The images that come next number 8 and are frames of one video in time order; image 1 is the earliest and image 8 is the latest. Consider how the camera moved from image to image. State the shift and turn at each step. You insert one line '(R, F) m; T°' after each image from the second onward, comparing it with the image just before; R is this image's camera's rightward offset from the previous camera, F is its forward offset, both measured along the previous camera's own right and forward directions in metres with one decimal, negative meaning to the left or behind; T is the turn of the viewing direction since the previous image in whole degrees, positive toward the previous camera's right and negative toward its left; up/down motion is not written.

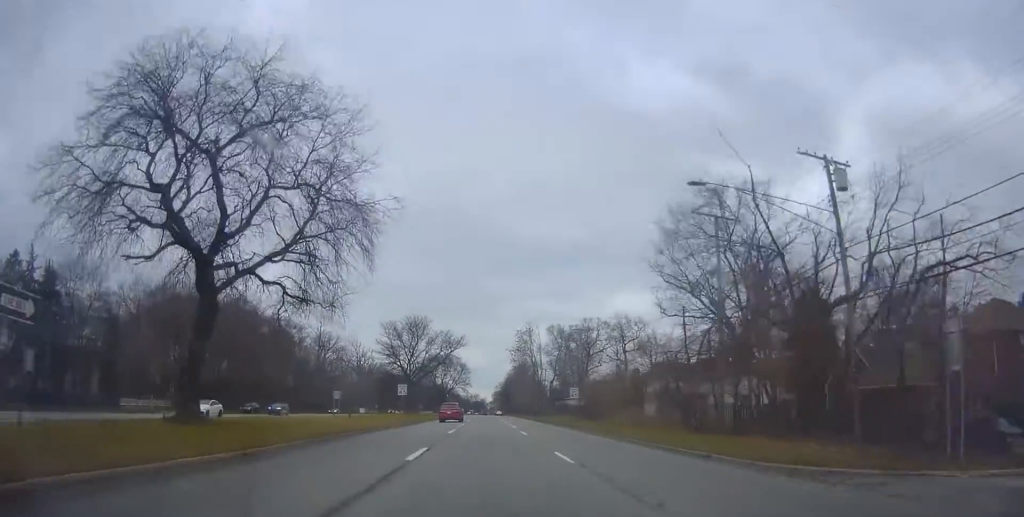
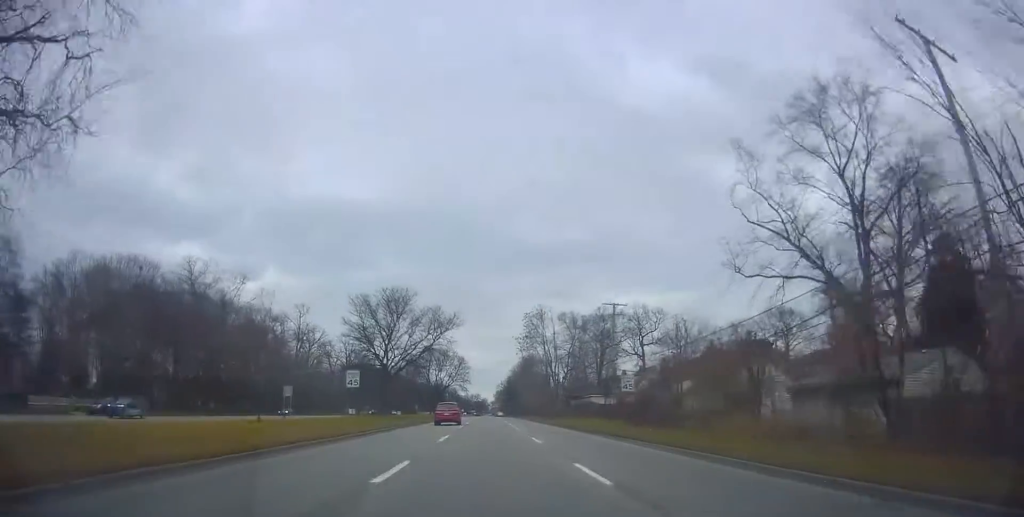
(-0.3, +19.5) m; 0°
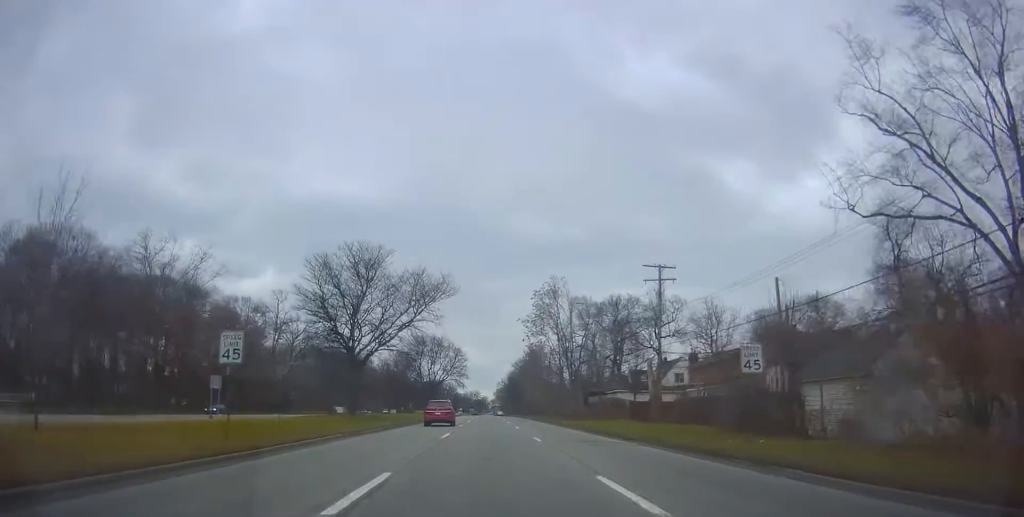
(+0.2, +15.8) m; -1°
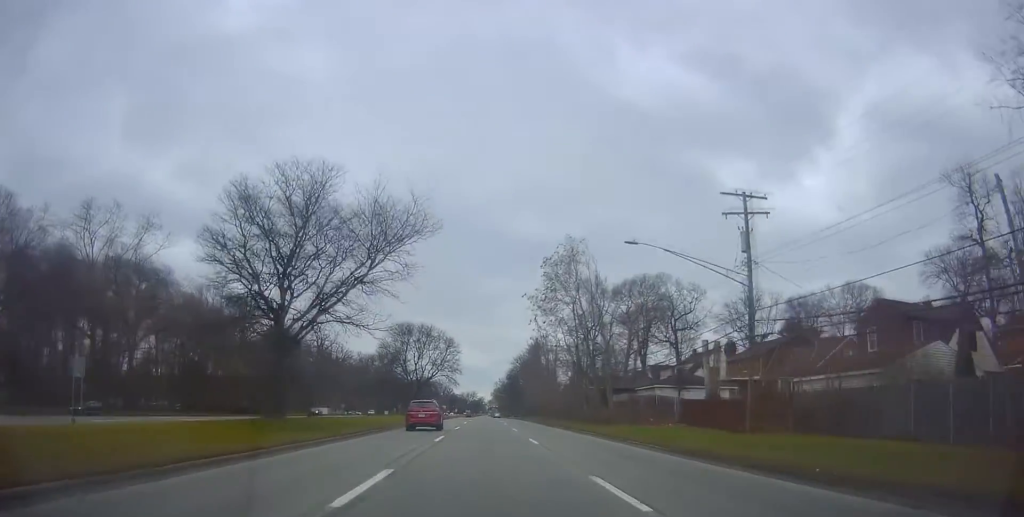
(-0.2, +15.8) m; -1°
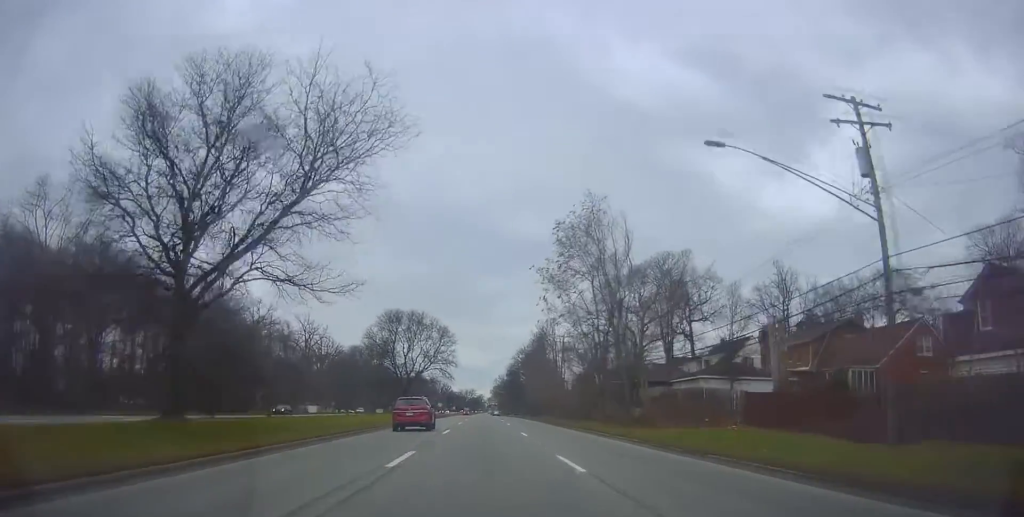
(-0.3, +10.8) m; -1°
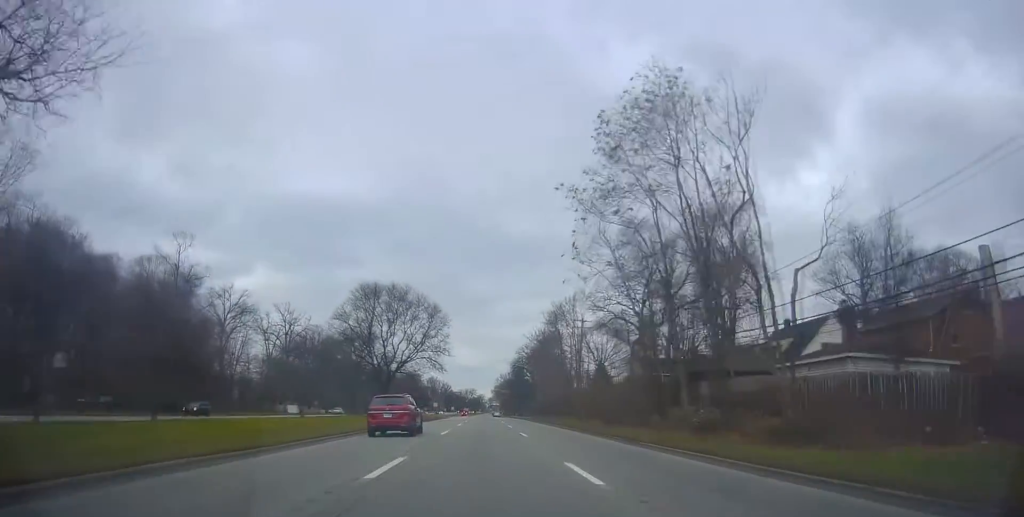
(0.0, +17.3) m; +1°
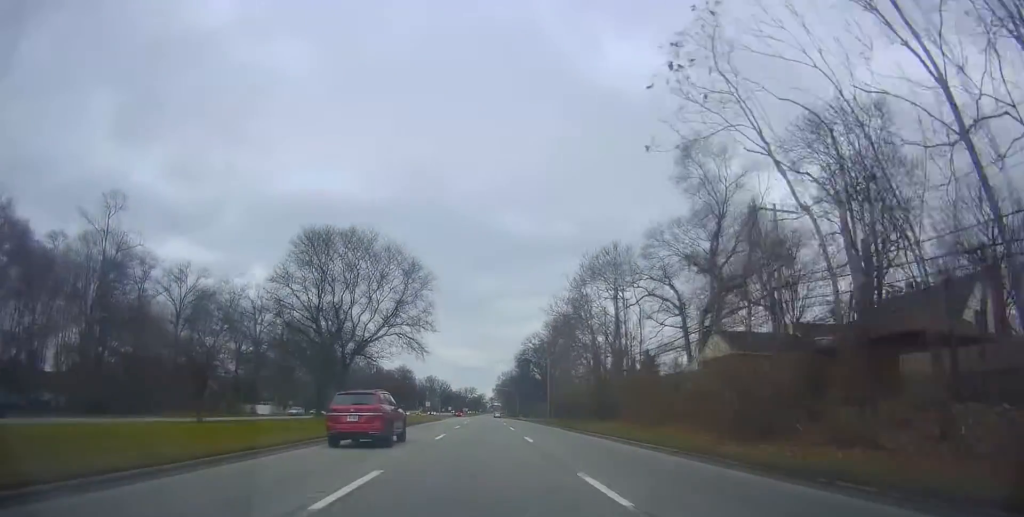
(+0.5, +20.2) m; +1°
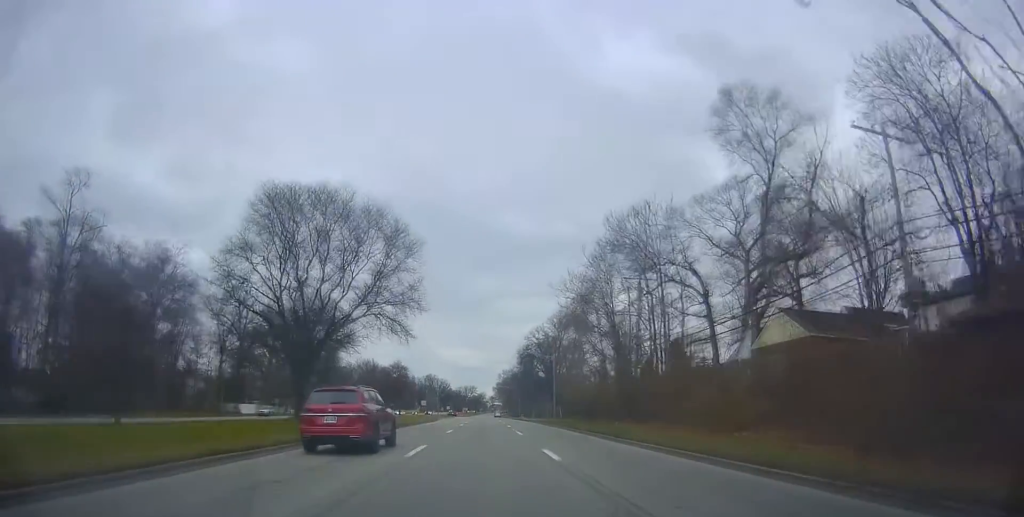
(+0.2, +8.6) m; 0°
